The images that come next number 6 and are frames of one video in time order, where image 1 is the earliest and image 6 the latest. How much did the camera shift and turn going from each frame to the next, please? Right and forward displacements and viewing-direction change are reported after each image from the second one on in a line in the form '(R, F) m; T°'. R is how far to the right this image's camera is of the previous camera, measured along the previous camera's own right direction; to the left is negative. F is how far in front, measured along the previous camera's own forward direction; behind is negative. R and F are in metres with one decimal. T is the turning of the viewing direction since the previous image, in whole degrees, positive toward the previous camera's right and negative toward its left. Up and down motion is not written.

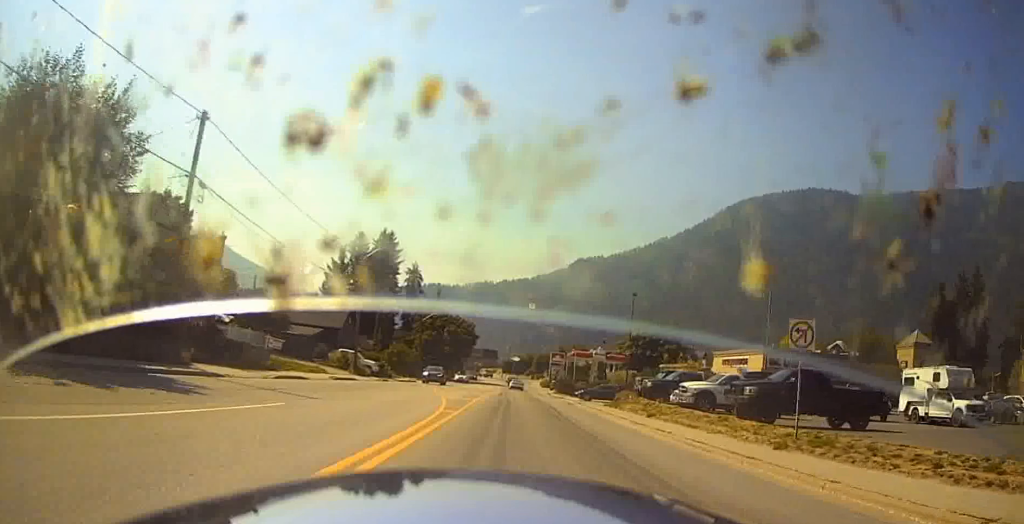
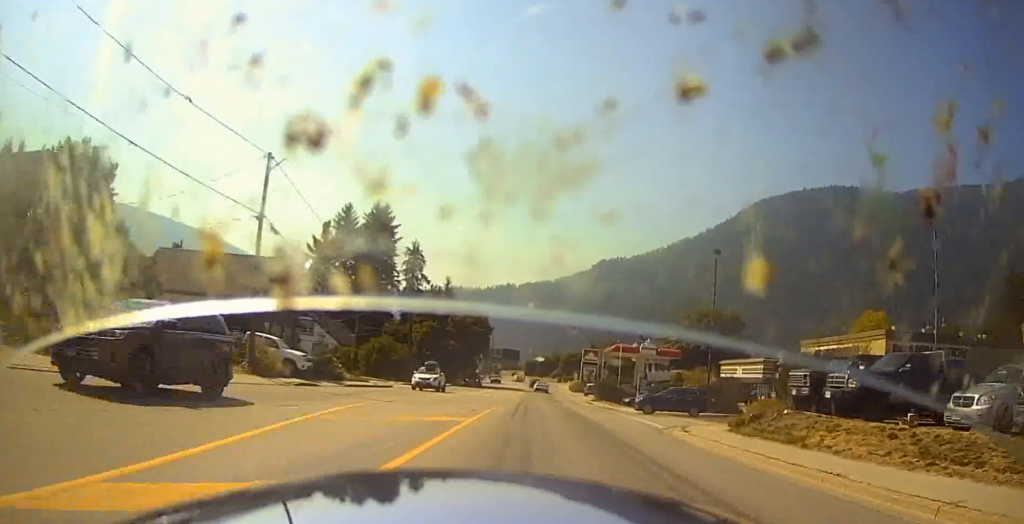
(-2.4, +23.2) m; -5°
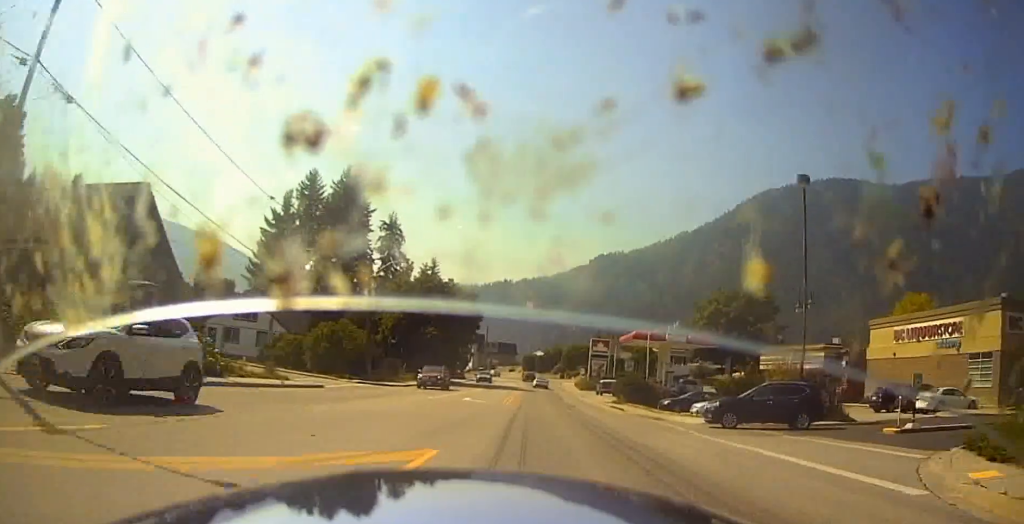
(+0.7, +17.2) m; +3°
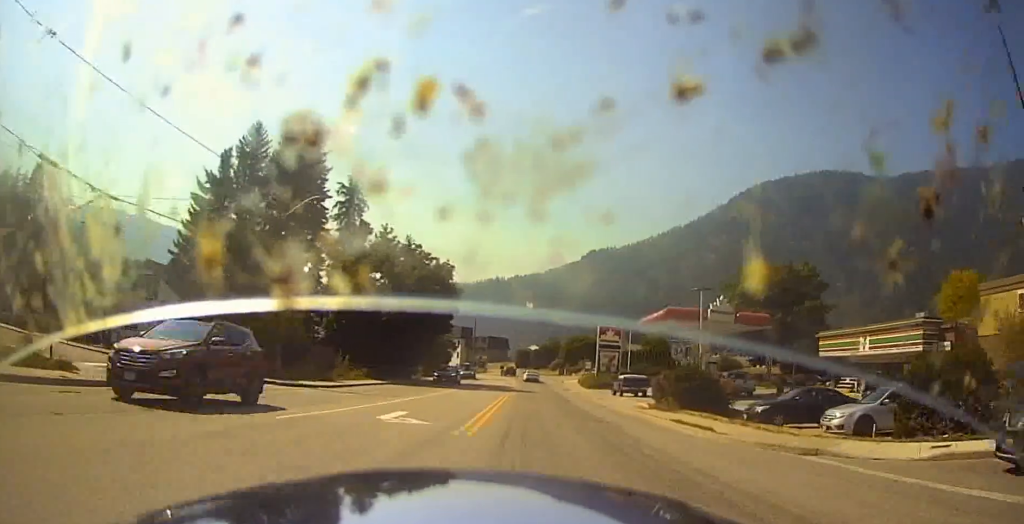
(+0.3, +17.5) m; +5°
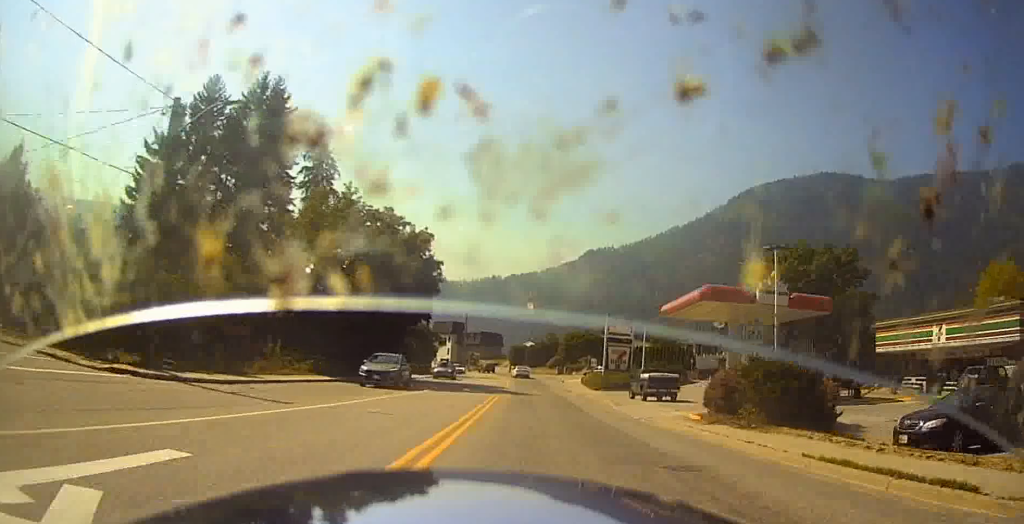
(+1.0, +10.4) m; -2°
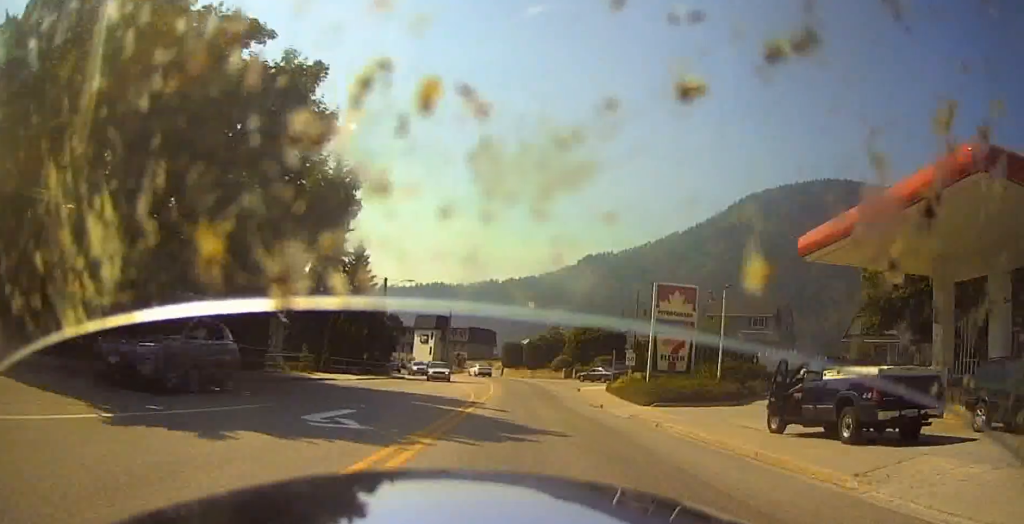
(-2.9, +22.0) m; -6°
